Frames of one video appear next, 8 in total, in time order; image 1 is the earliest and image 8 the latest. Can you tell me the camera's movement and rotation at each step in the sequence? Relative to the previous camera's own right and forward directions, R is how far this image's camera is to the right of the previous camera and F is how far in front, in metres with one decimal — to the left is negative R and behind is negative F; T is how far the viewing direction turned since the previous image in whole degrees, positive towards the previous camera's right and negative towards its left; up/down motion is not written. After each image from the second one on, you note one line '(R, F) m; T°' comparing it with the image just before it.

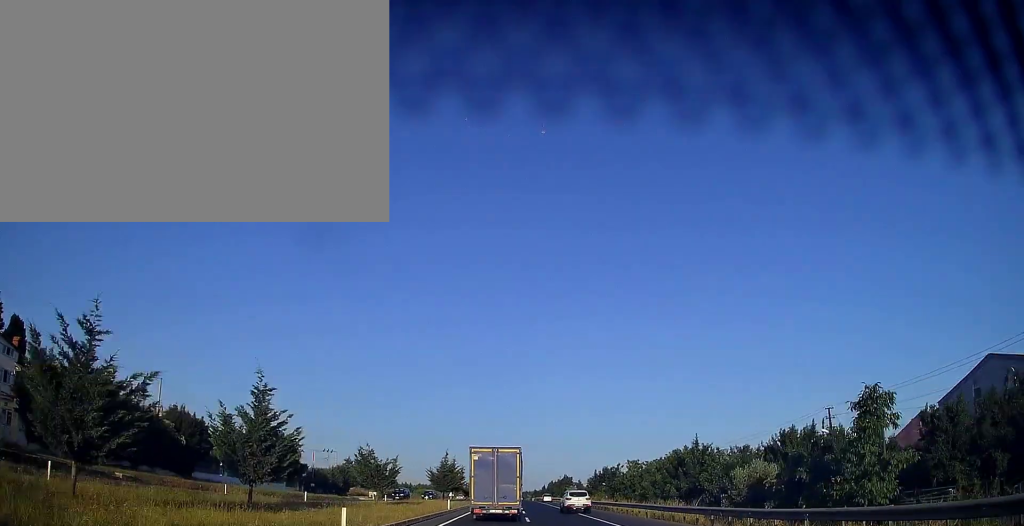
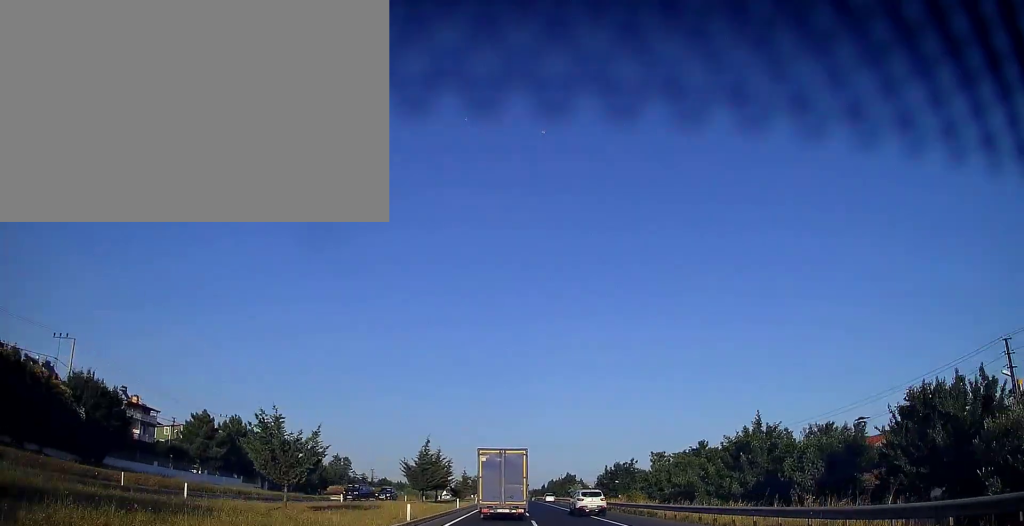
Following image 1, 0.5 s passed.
(-0.2, +15.8) m; 0°
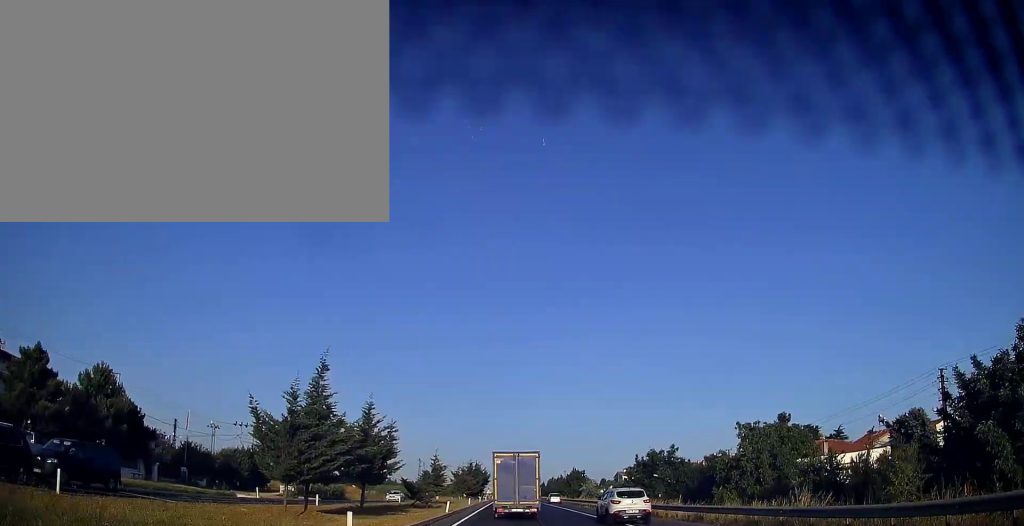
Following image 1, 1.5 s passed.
(+0.4, +29.6) m; +2°
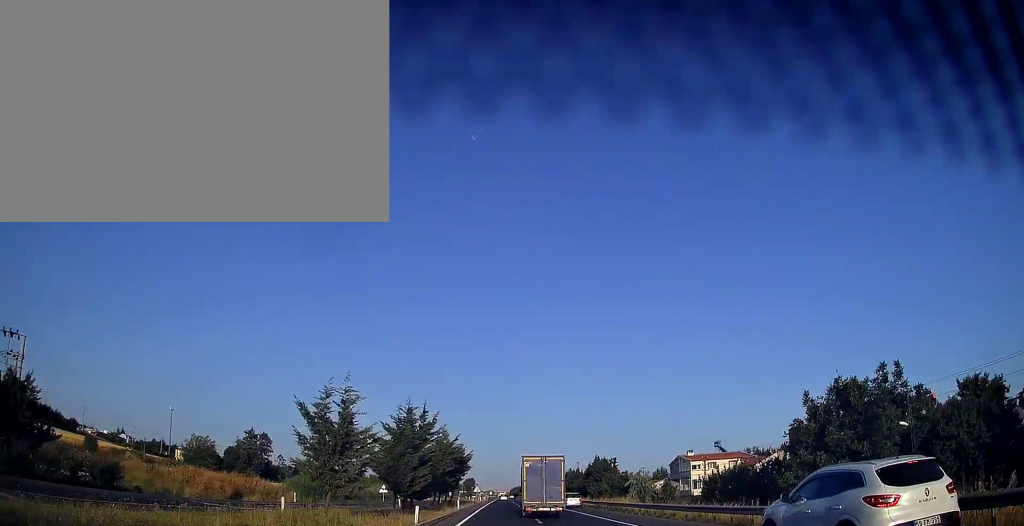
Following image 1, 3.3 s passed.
(+0.2, +51.3) m; -1°
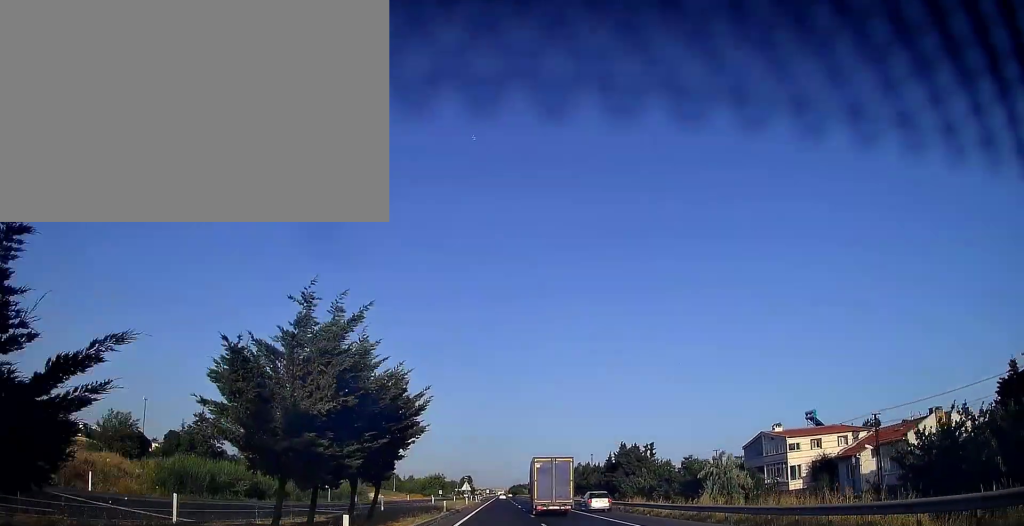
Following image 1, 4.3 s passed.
(-0.1, +29.5) m; 0°
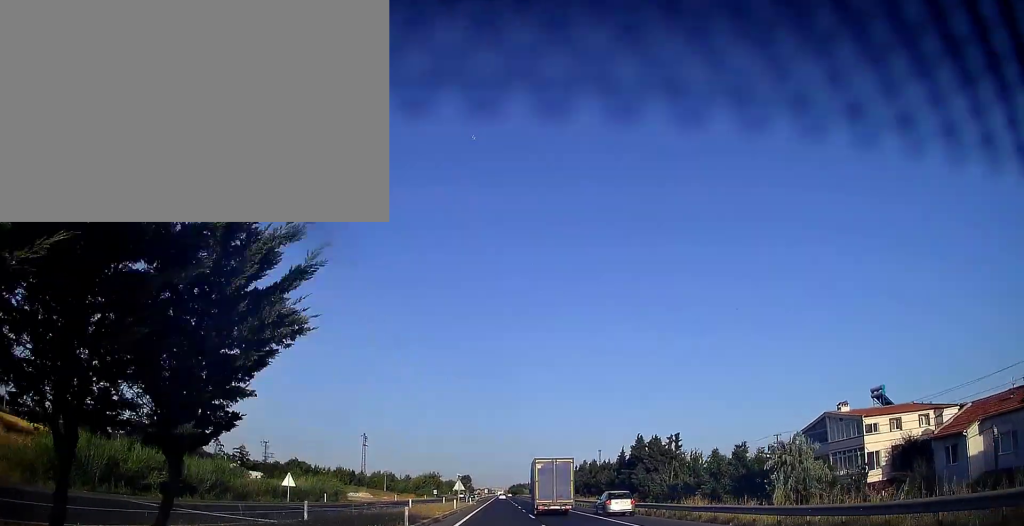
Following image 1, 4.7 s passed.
(0.0, +12.8) m; 0°
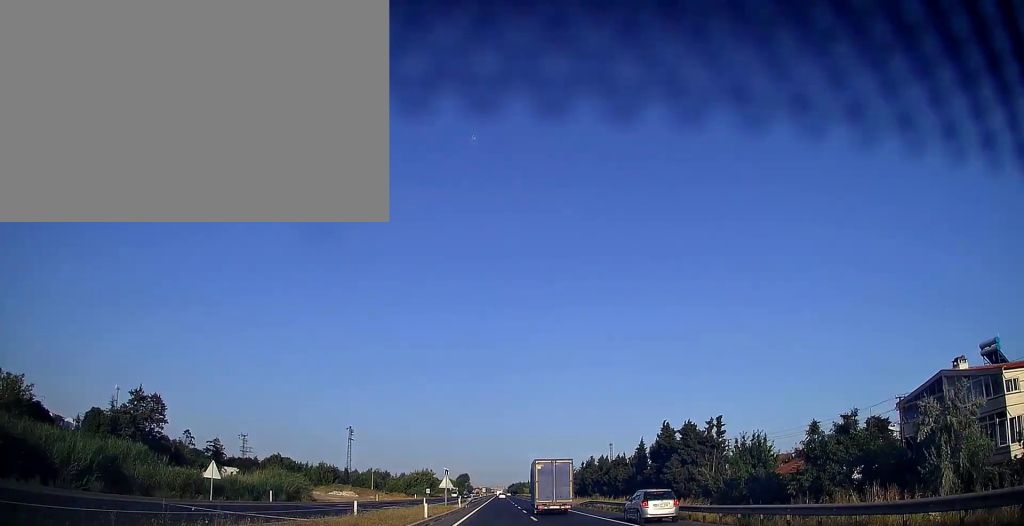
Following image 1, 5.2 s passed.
(+0.2, +14.8) m; 0°
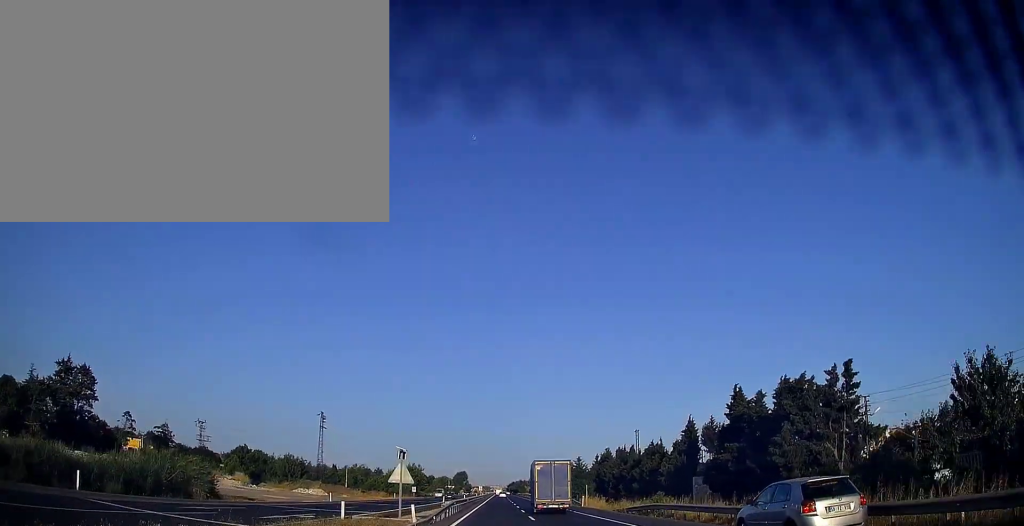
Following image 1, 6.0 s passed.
(-0.1, +22.6) m; 0°
